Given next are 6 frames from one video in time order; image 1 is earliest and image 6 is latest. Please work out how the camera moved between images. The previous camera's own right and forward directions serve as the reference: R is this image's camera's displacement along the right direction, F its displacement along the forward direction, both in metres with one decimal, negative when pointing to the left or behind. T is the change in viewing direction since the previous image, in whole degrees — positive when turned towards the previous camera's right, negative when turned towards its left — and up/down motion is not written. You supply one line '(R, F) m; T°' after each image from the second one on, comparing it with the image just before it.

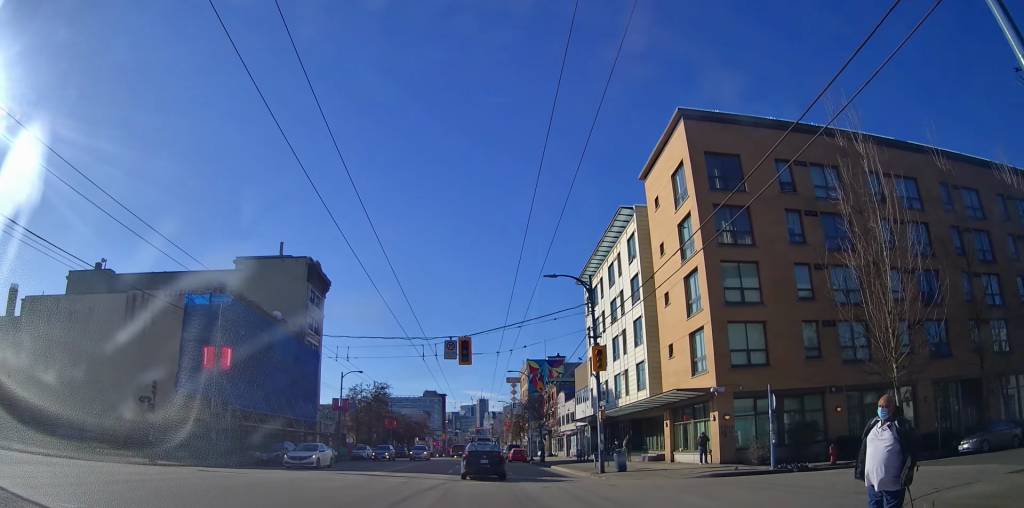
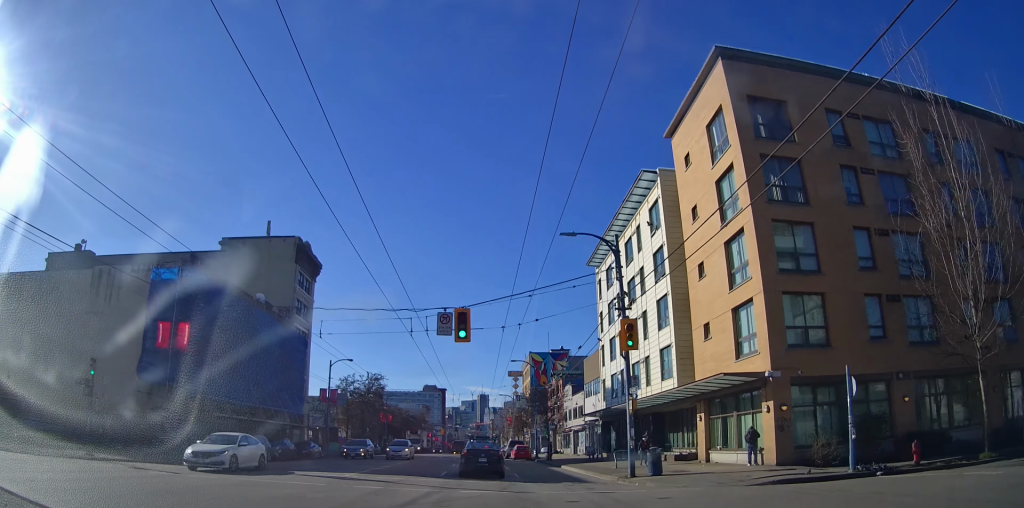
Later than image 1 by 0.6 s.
(-0.3, +5.2) m; 0°
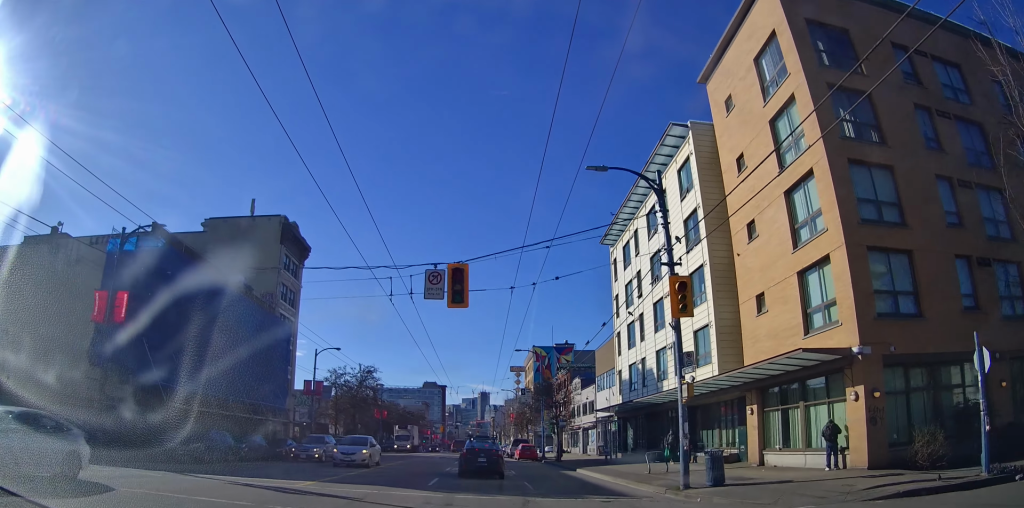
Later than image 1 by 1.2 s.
(-0.2, +5.5) m; 0°
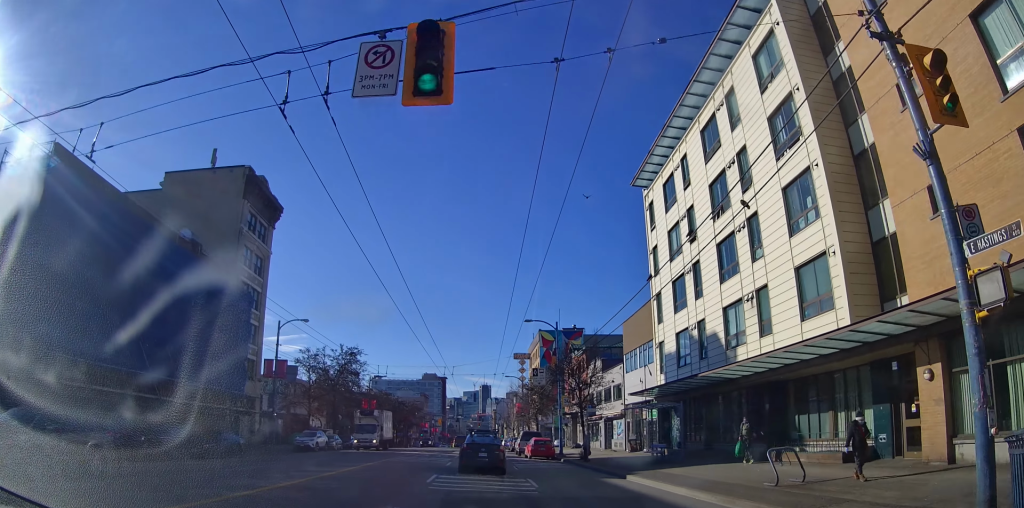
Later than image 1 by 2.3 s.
(+0.3, +10.5) m; 0°
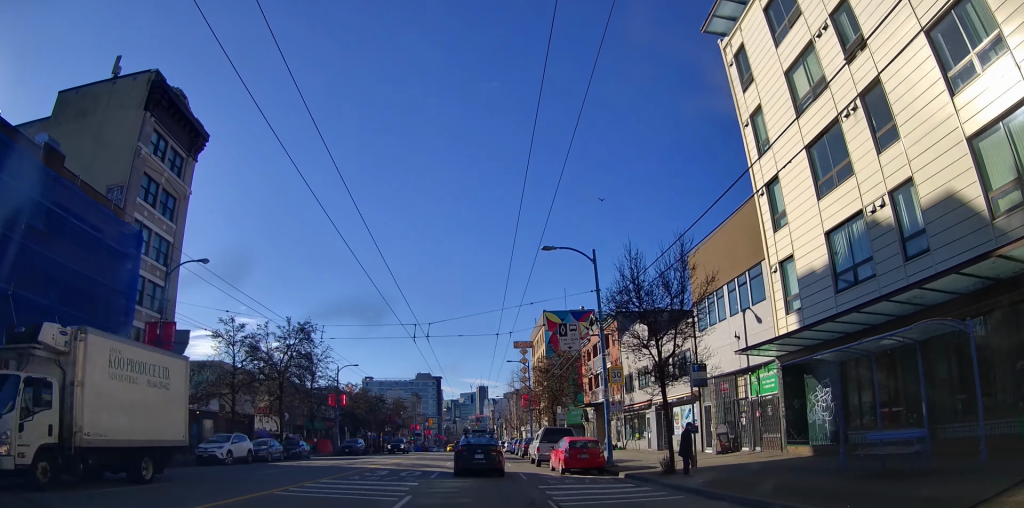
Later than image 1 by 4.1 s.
(+0.2, +16.2) m; +4°
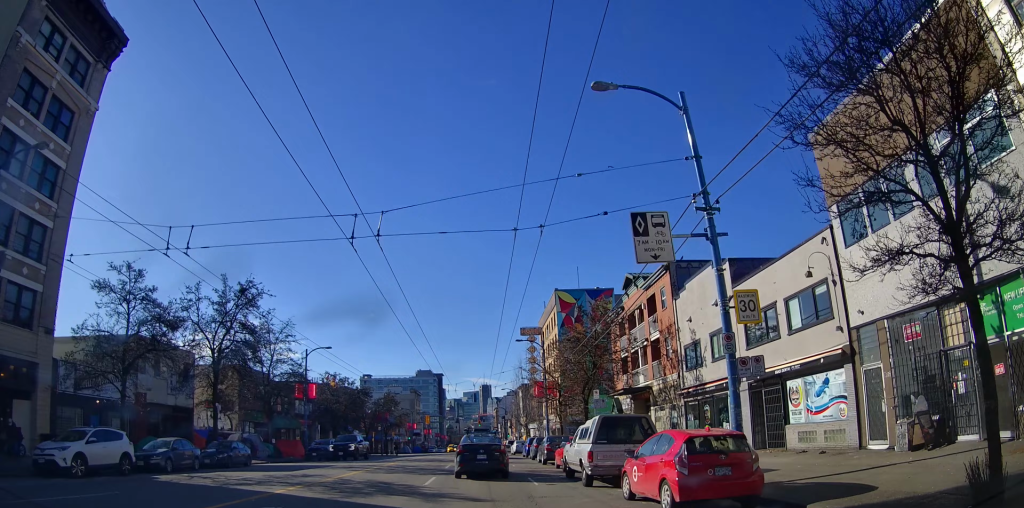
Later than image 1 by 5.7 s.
(+0.1, +12.5) m; +3°
